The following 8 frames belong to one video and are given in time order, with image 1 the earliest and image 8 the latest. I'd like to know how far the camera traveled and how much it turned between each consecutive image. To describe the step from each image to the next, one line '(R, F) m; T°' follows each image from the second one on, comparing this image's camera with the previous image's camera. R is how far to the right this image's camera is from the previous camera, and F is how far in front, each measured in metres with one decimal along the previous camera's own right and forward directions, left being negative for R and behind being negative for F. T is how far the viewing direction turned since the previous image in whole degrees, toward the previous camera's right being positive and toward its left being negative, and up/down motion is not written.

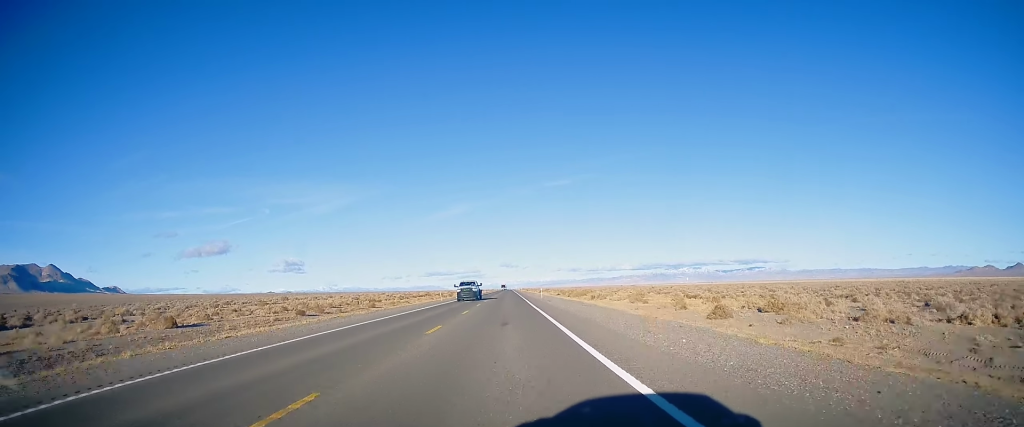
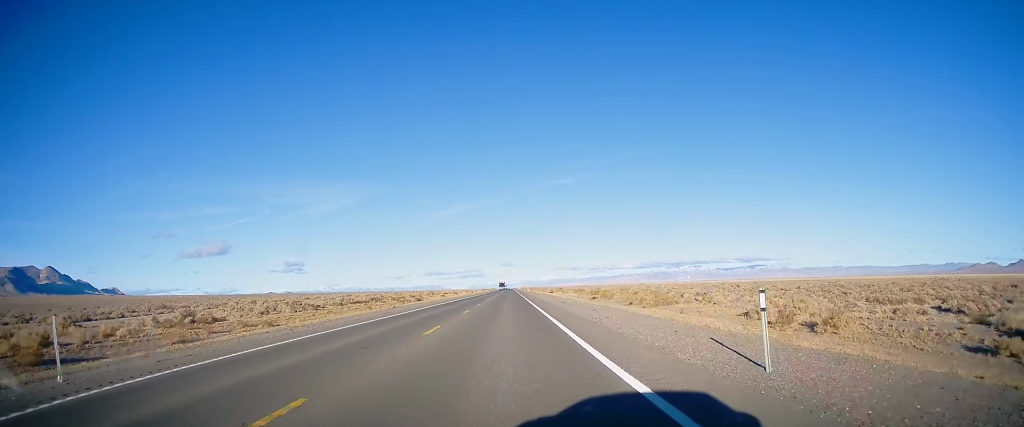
(-0.4, +61.8) m; 0°
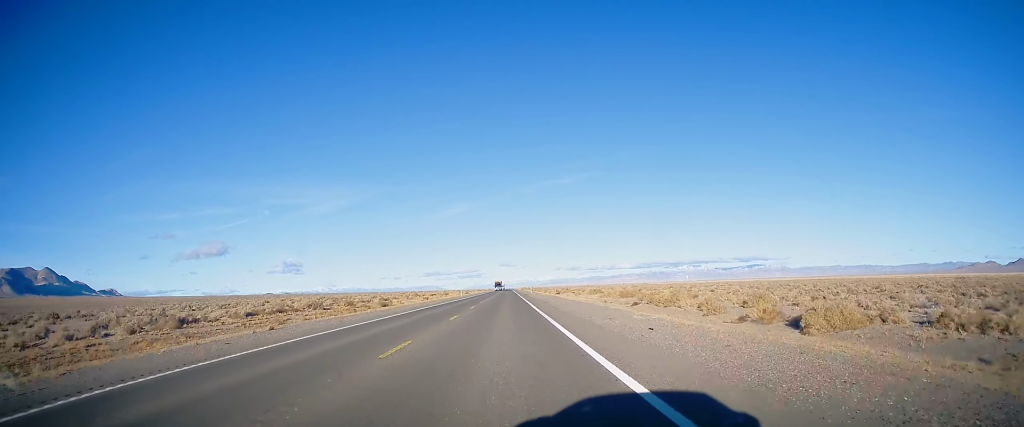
(+0.2, +29.6) m; 0°
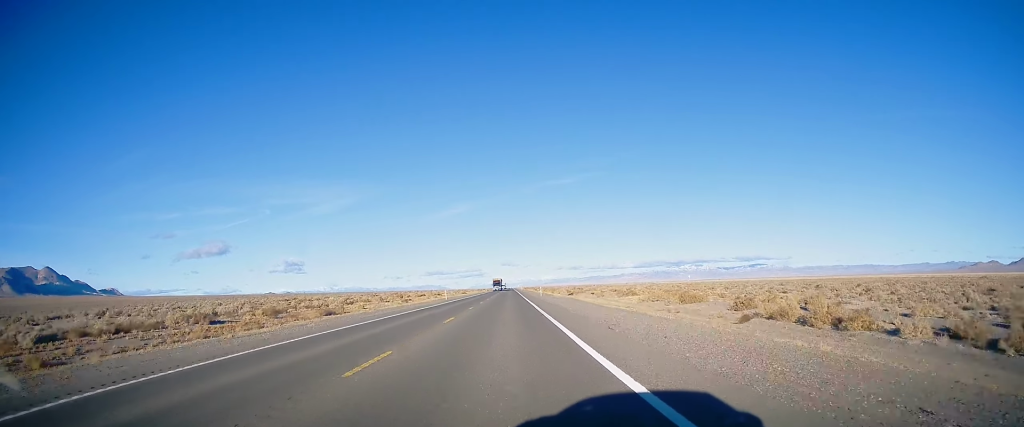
(0.0, +26.8) m; 0°
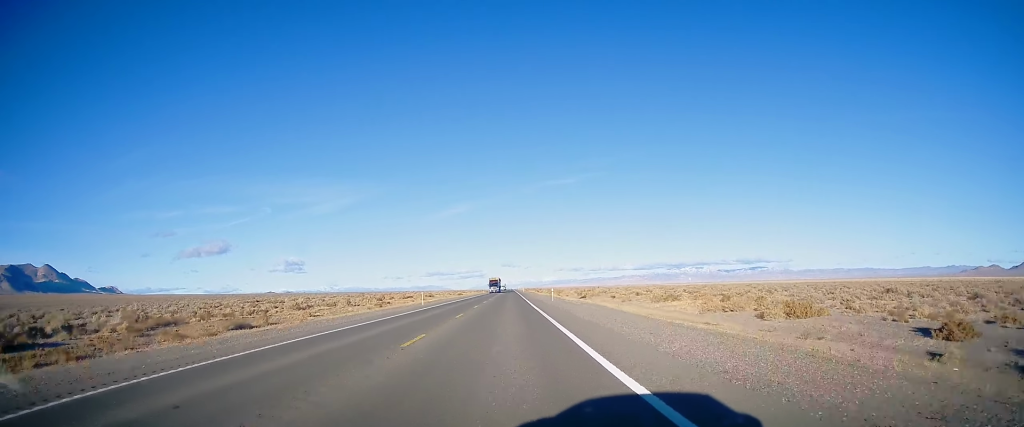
(-0.1, +19.9) m; 0°
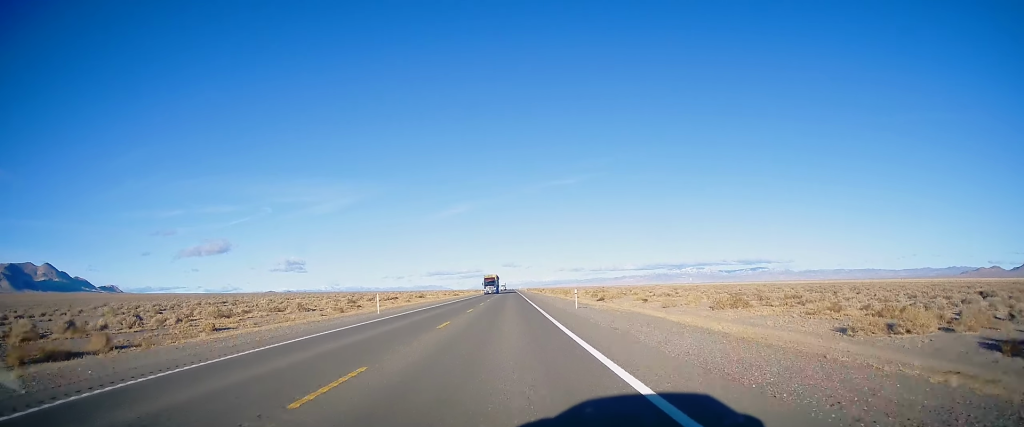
(0.0, +18.7) m; 0°
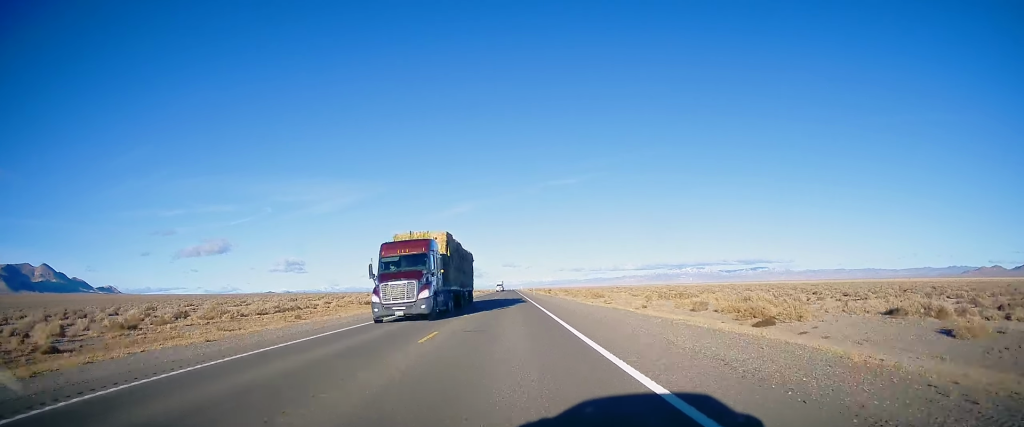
(0.0, +53.6) m; 0°
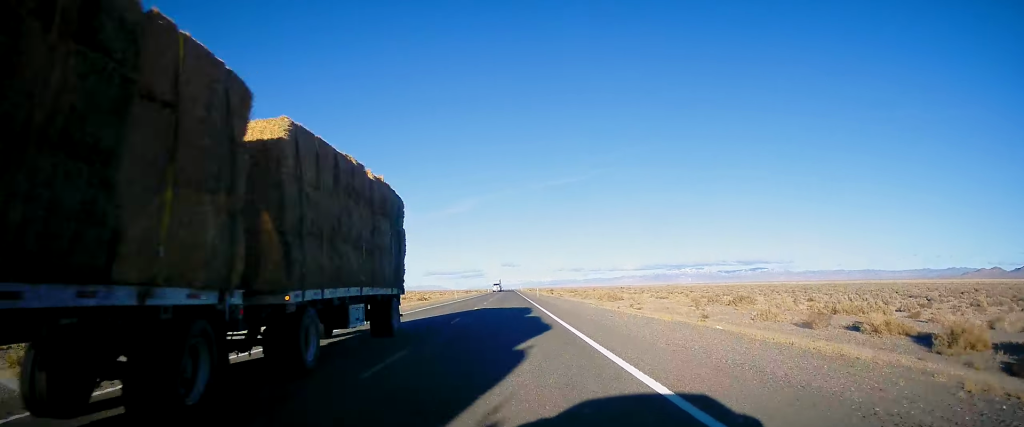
(+0.1, +17.4) m; 0°
